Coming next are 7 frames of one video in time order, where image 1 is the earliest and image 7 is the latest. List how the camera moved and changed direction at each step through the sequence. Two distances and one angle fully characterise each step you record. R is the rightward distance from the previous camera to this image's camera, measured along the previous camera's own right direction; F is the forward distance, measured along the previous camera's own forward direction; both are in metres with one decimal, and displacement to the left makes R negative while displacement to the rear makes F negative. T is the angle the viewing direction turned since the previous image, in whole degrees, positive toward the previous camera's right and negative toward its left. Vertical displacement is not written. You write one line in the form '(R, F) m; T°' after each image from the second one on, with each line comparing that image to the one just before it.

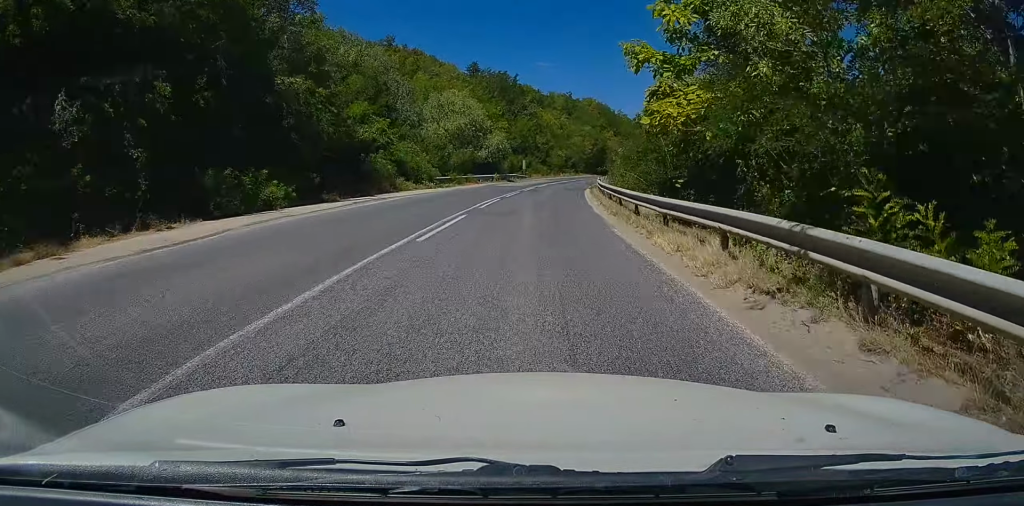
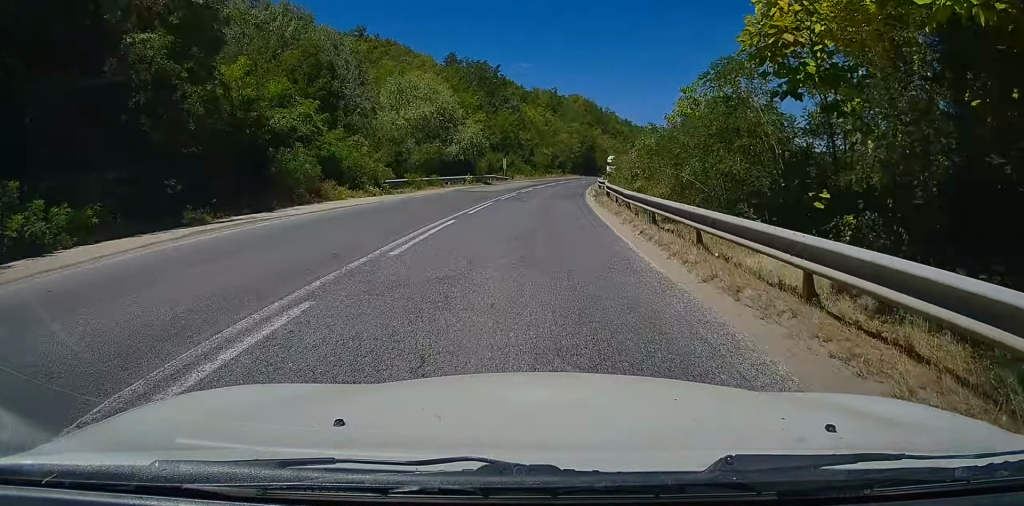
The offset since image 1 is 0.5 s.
(+0.3, +11.2) m; +1°
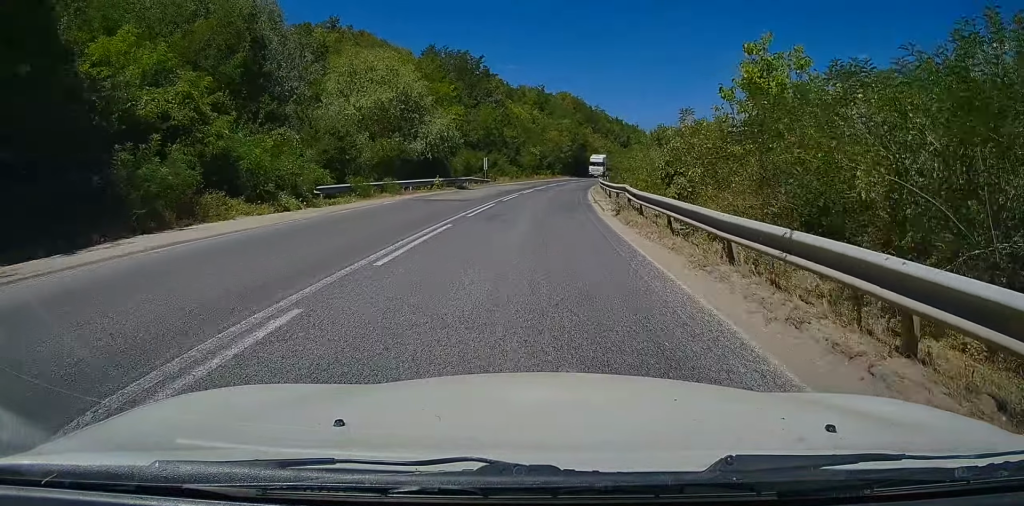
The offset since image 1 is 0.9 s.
(+0.1, +9.7) m; +1°
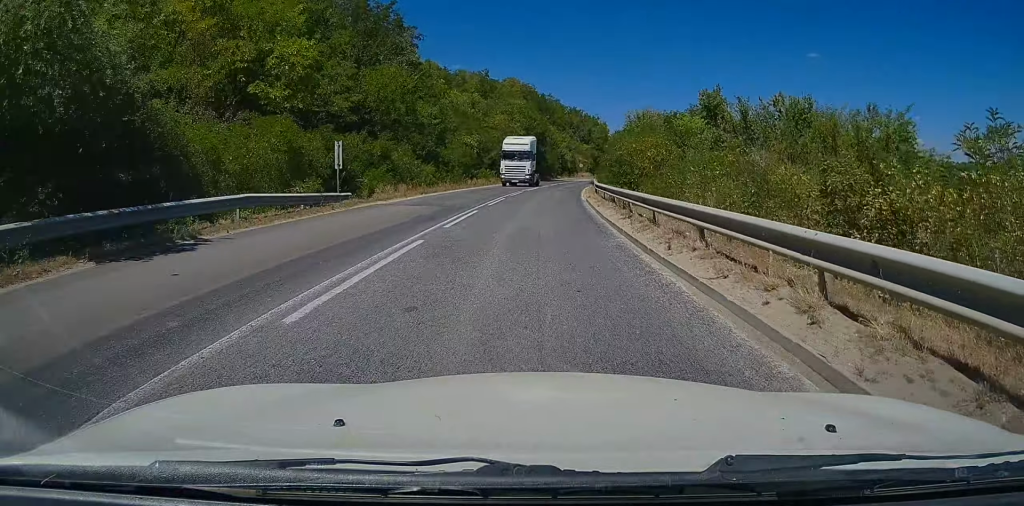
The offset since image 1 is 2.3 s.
(+1.0, +30.8) m; +4°
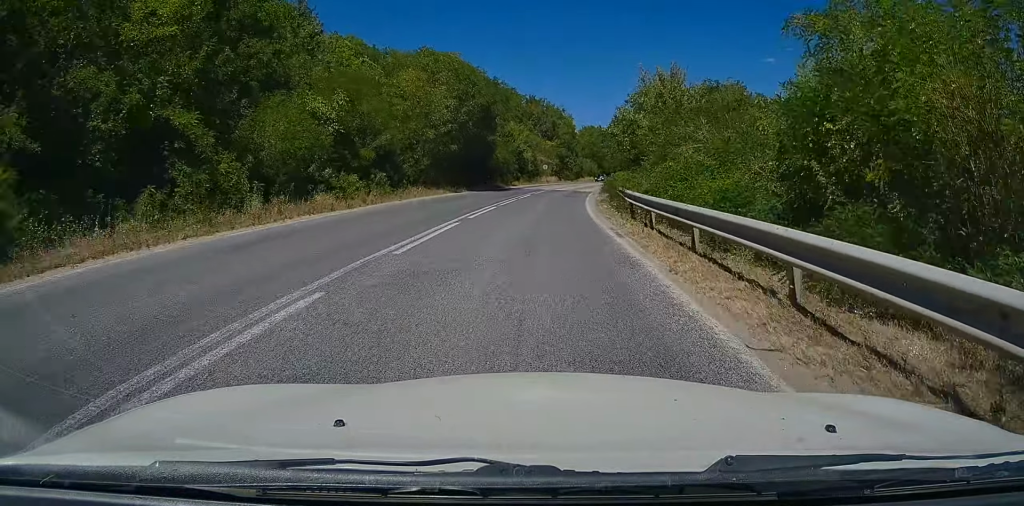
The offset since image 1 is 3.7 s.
(+1.5, +32.4) m; +5°
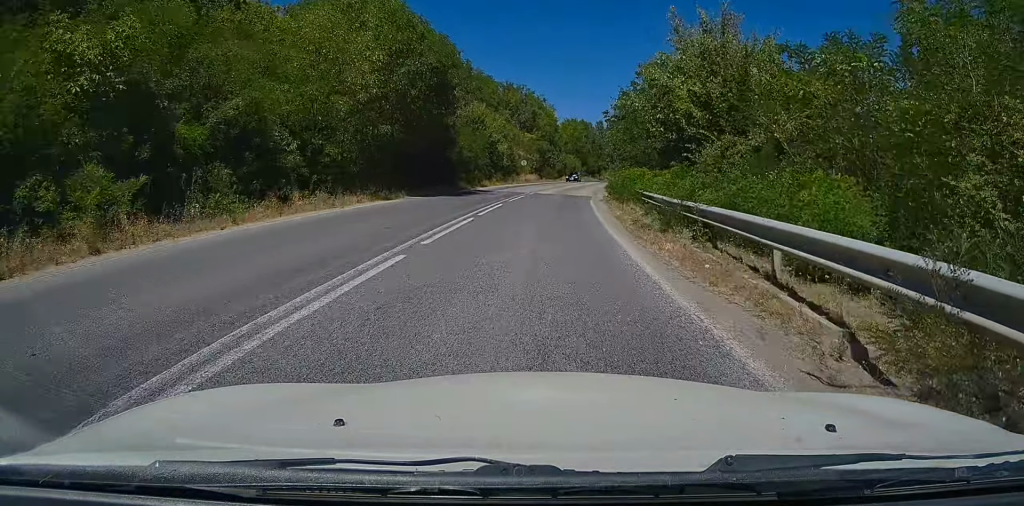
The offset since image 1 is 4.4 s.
(+0.2, +14.4) m; +2°
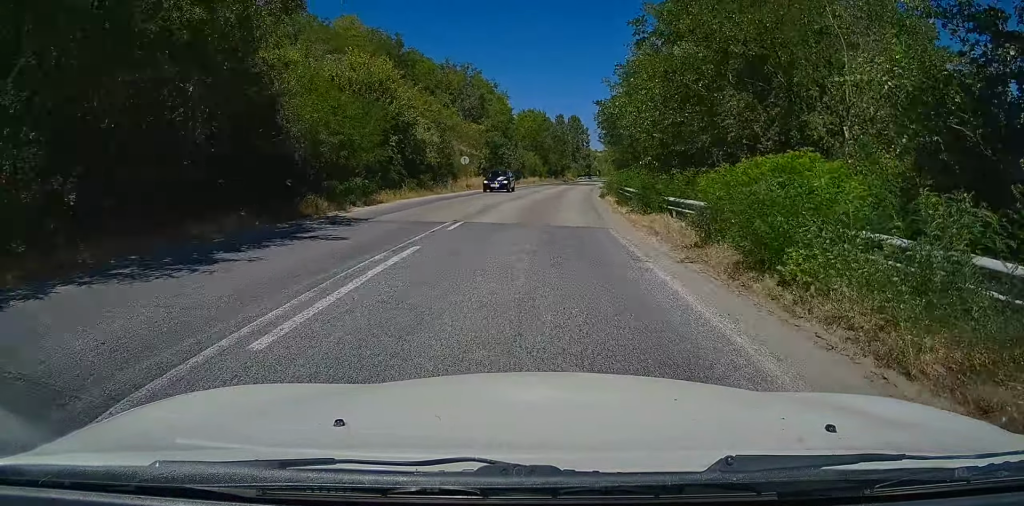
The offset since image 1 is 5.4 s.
(+0.7, +22.9) m; +3°
